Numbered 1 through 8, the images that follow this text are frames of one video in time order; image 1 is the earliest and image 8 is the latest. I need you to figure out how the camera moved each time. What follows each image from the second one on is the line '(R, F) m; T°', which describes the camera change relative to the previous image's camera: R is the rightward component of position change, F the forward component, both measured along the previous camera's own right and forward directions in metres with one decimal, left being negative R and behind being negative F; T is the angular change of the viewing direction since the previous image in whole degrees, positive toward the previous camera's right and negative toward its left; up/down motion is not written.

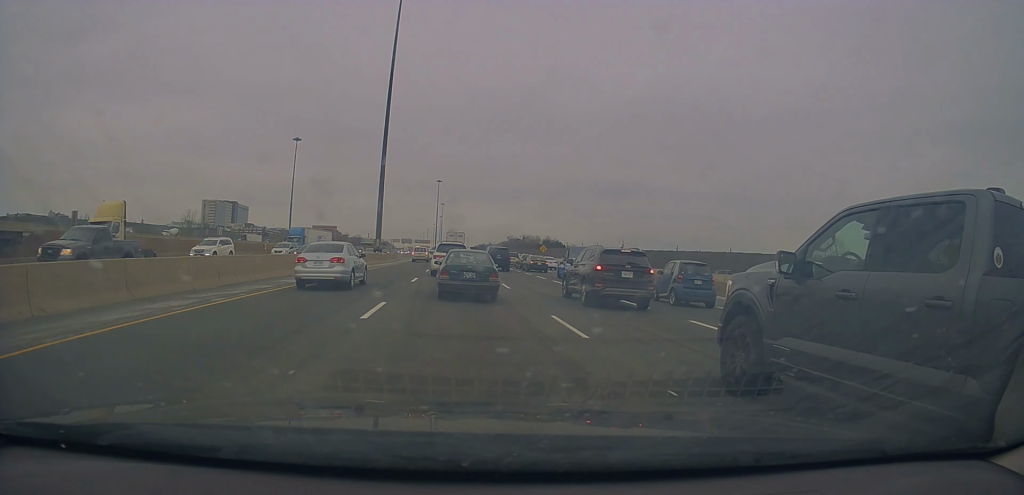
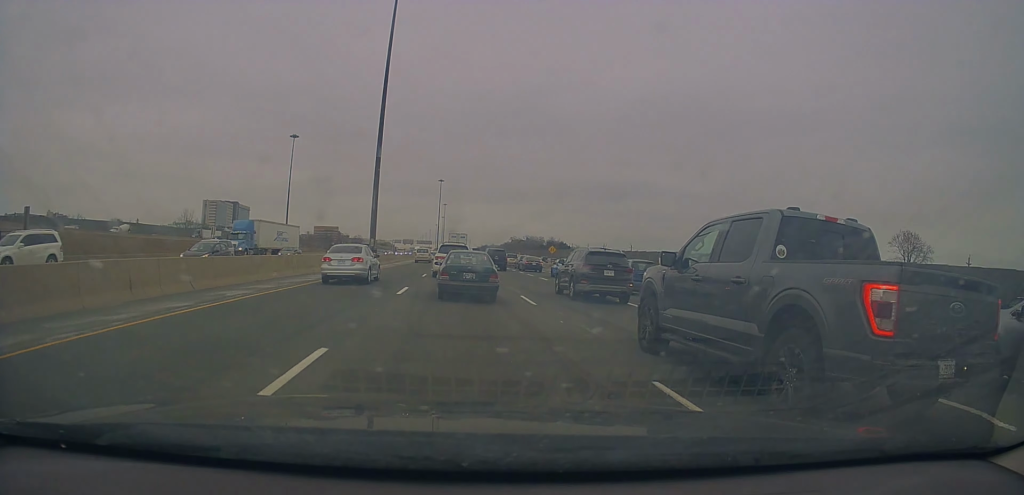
(+0.3, +8.5) m; +1°
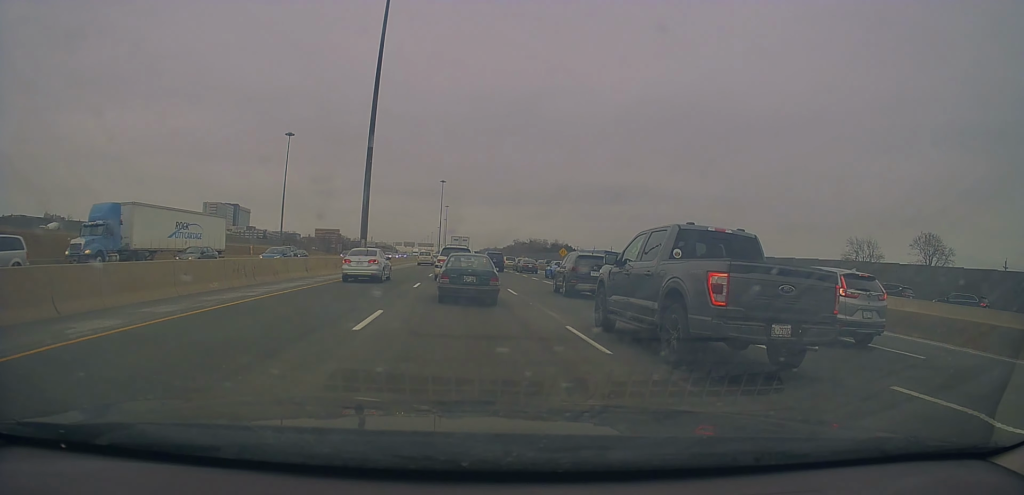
(-0.2, +7.7) m; -2°
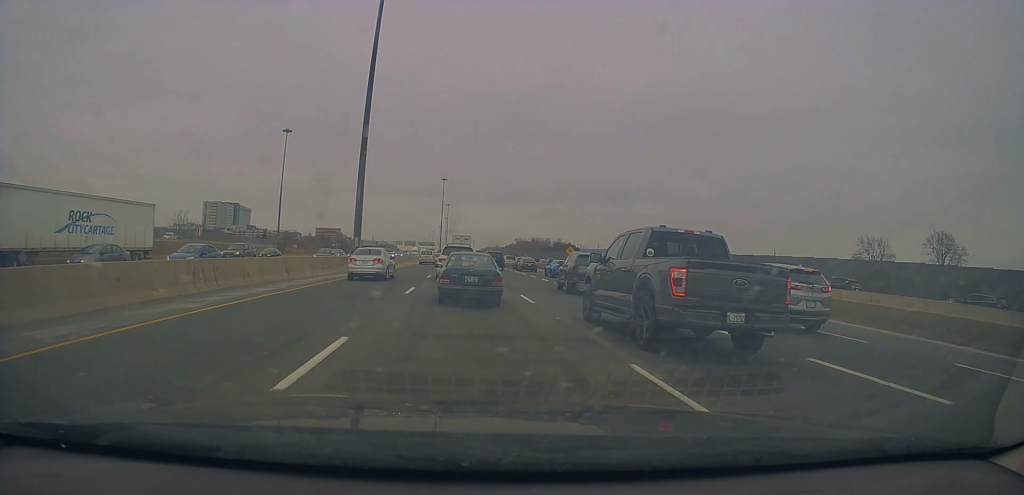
(0.0, +3.1) m; 0°
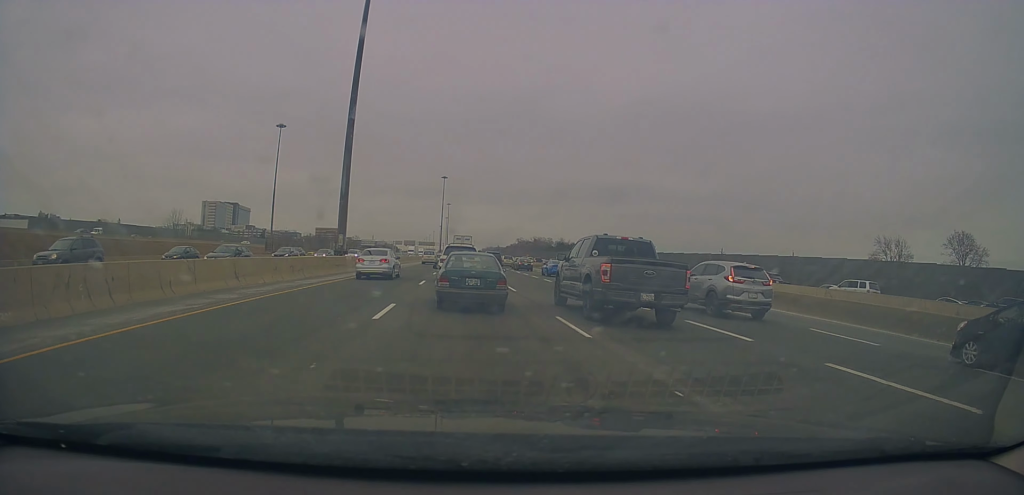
(0.0, +5.6) m; 0°
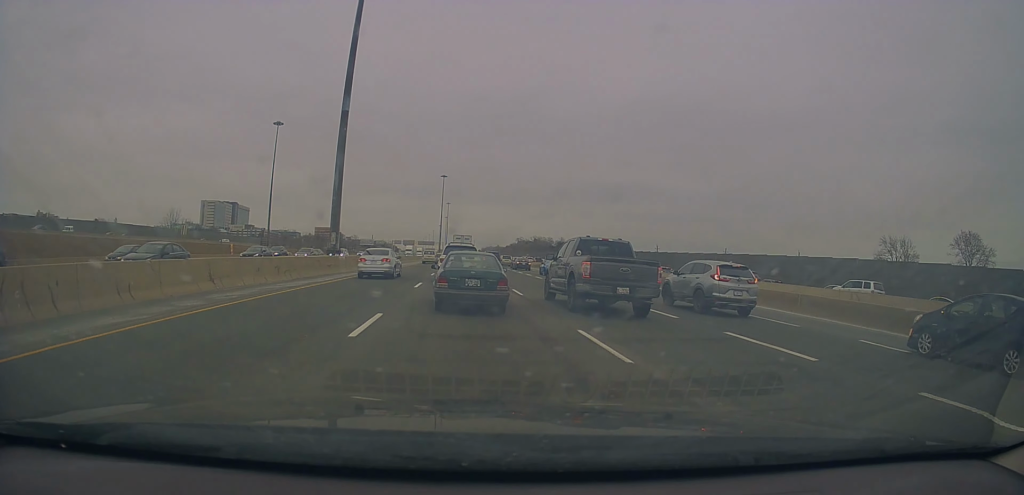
(0.0, +2.1) m; 0°
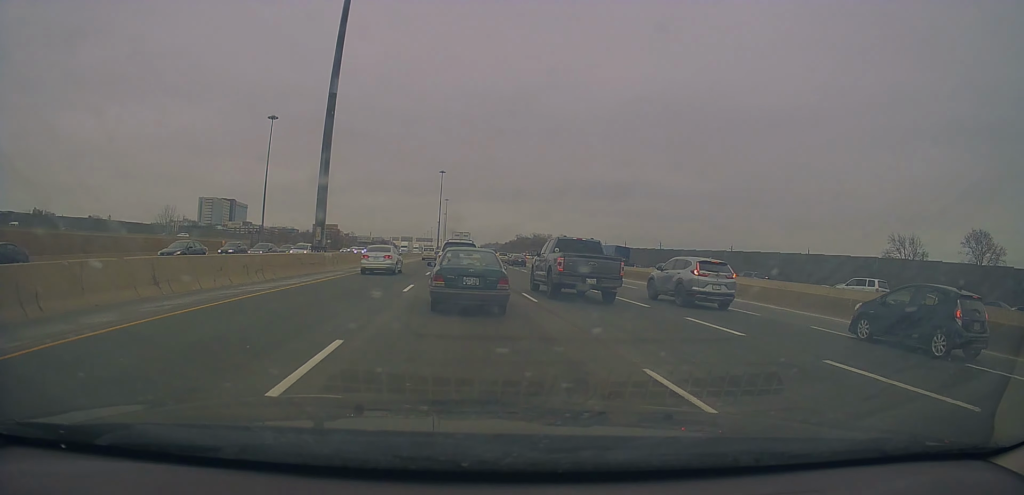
(0.0, +3.7) m; -3°
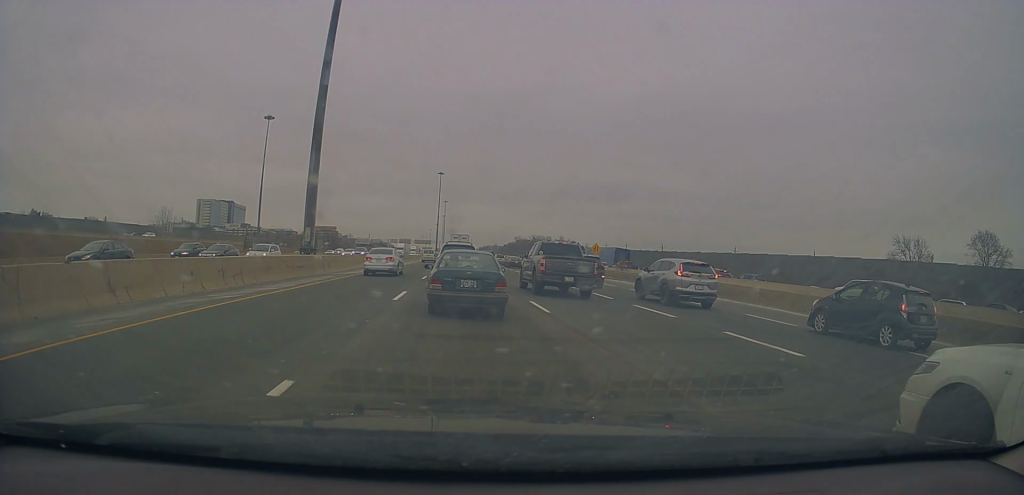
(0.0, +2.7) m; 0°
